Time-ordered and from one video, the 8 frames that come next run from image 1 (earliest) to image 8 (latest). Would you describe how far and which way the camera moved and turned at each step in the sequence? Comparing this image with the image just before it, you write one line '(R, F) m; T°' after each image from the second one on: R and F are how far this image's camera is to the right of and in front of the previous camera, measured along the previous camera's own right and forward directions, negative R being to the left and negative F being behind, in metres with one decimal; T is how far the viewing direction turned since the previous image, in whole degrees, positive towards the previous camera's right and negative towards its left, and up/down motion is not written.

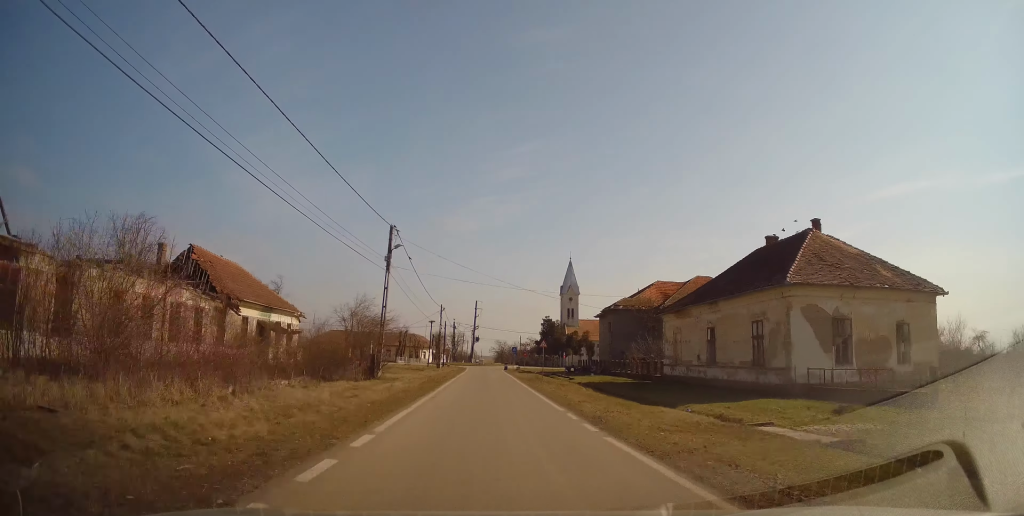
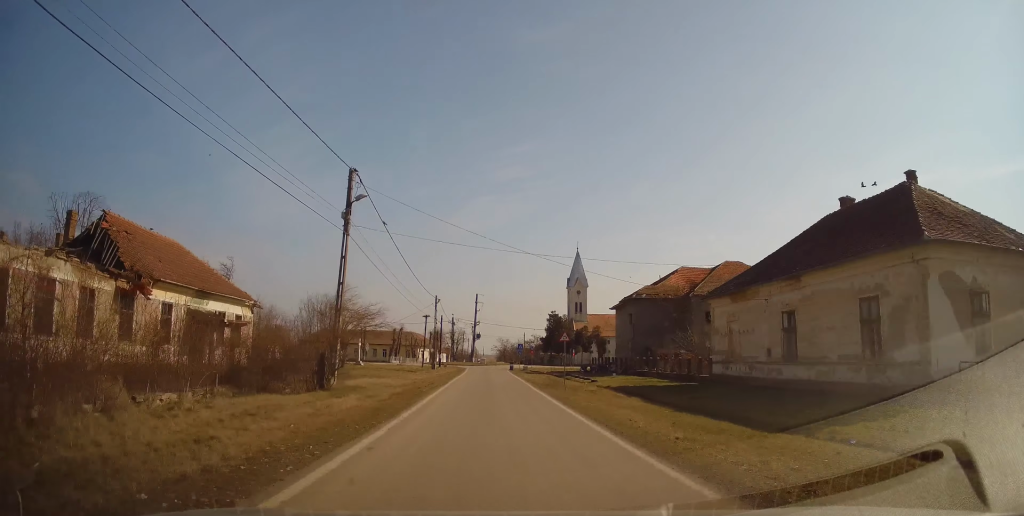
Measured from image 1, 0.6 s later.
(-0.2, +9.3) m; -1°
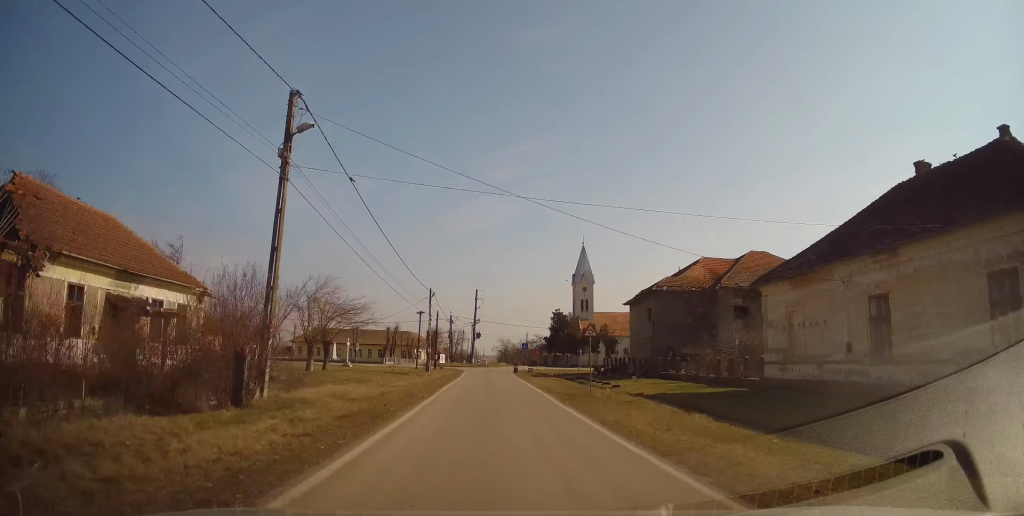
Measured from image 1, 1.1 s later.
(0.0, +6.7) m; +1°
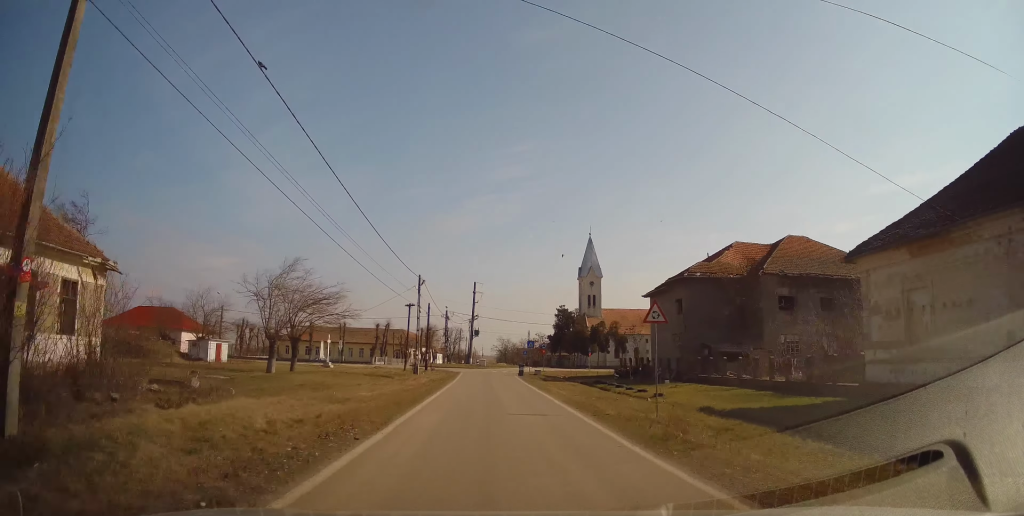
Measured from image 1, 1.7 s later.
(0.0, +8.6) m; +1°
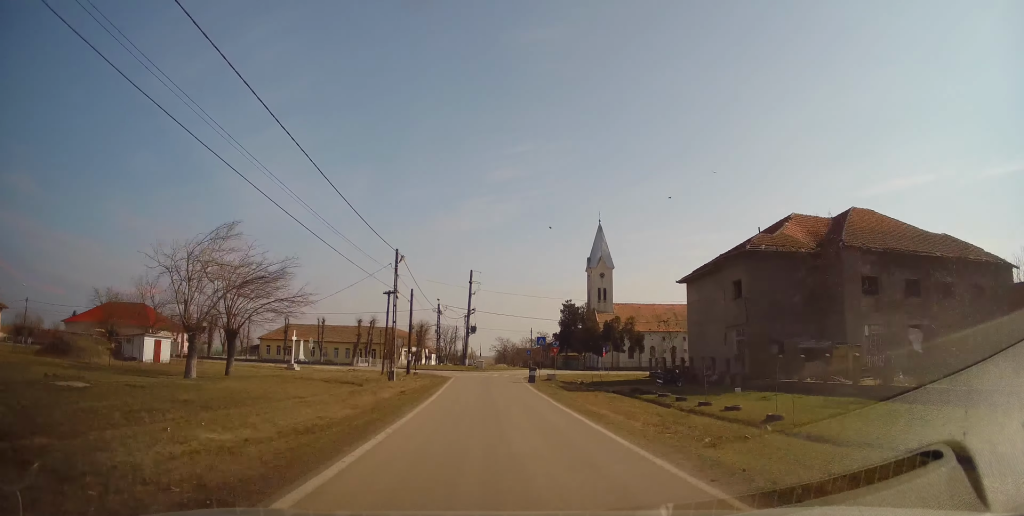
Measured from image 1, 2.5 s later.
(+0.4, +11.2) m; +2°
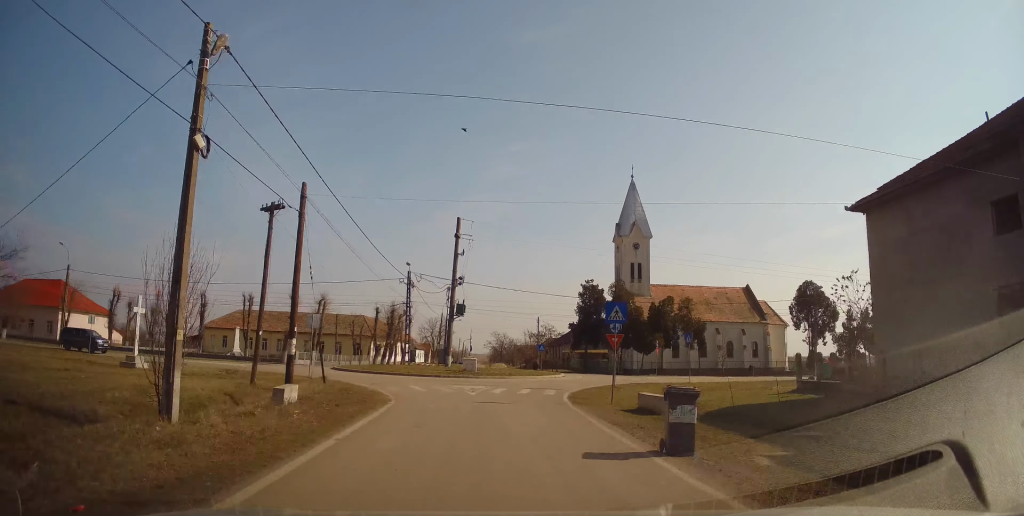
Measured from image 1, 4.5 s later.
(-0.7, +24.3) m; -4°
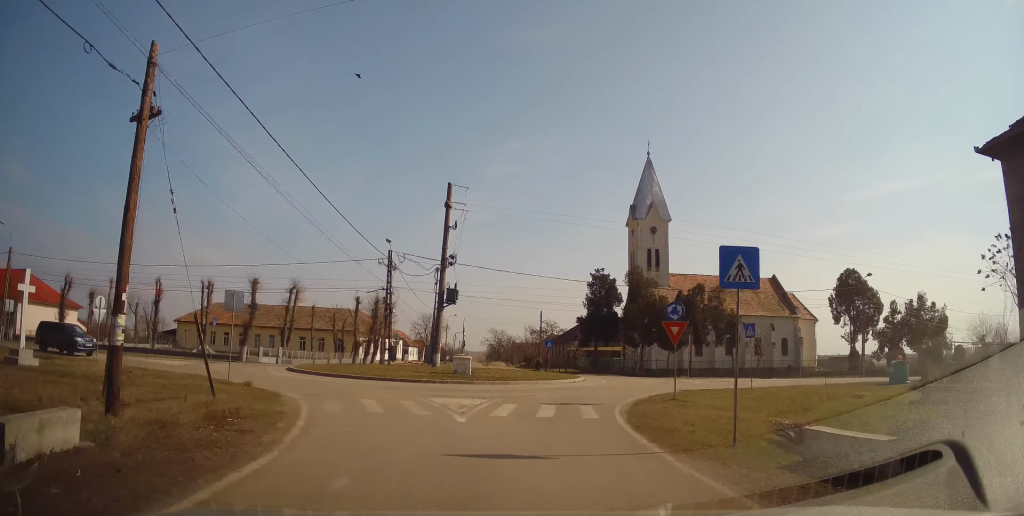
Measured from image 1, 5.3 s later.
(-0.1, +8.5) m; +2°
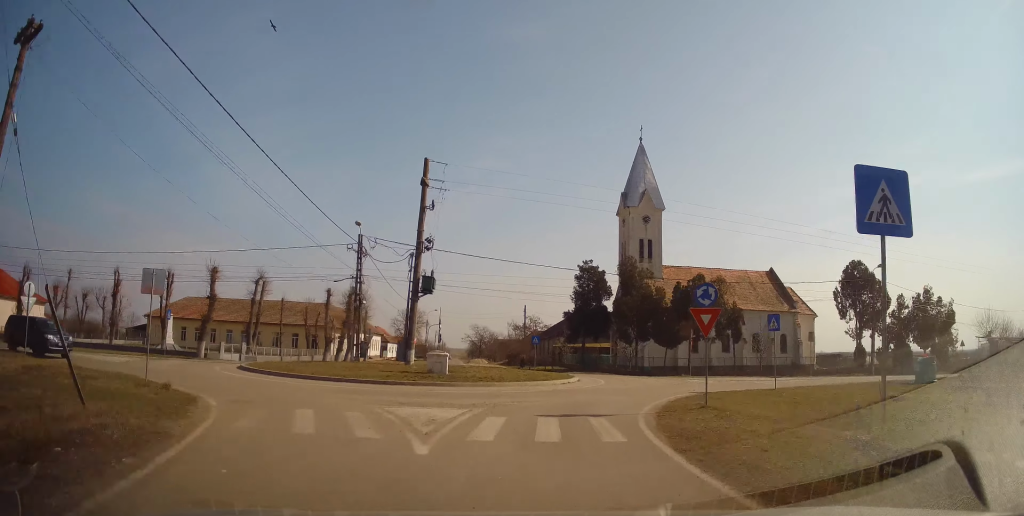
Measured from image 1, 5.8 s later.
(+0.1, +4.1) m; +3°
